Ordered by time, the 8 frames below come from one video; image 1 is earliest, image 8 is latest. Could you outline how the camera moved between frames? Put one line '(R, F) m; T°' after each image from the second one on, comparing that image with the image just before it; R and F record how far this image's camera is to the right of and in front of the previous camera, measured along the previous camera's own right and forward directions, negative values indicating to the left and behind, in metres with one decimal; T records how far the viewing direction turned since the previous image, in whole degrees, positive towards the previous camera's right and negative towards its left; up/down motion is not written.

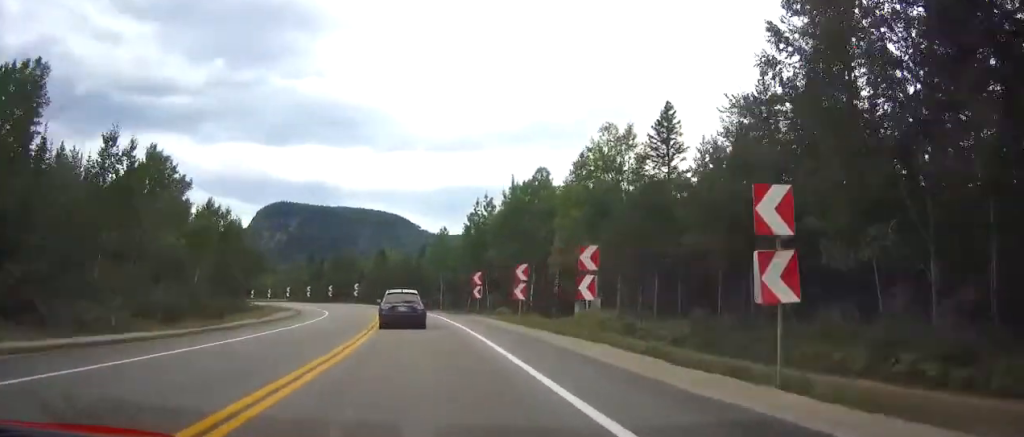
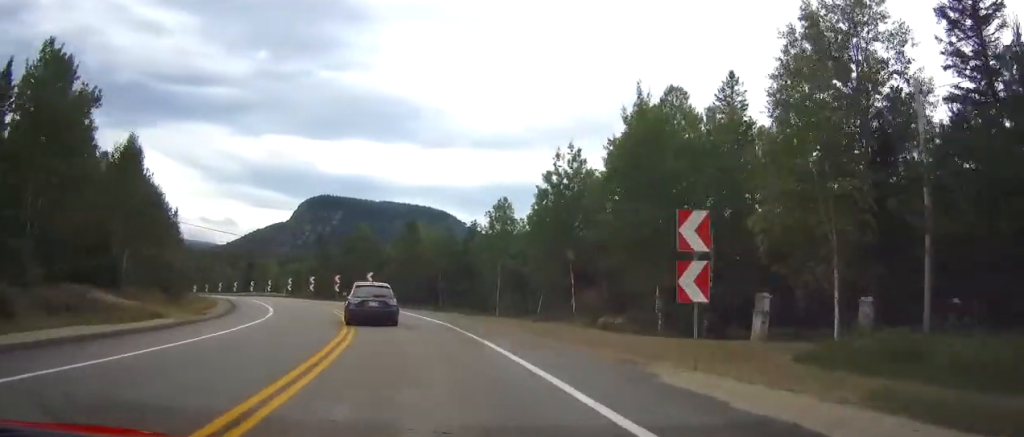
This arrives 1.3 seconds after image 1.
(-0.5, +33.2) m; -3°
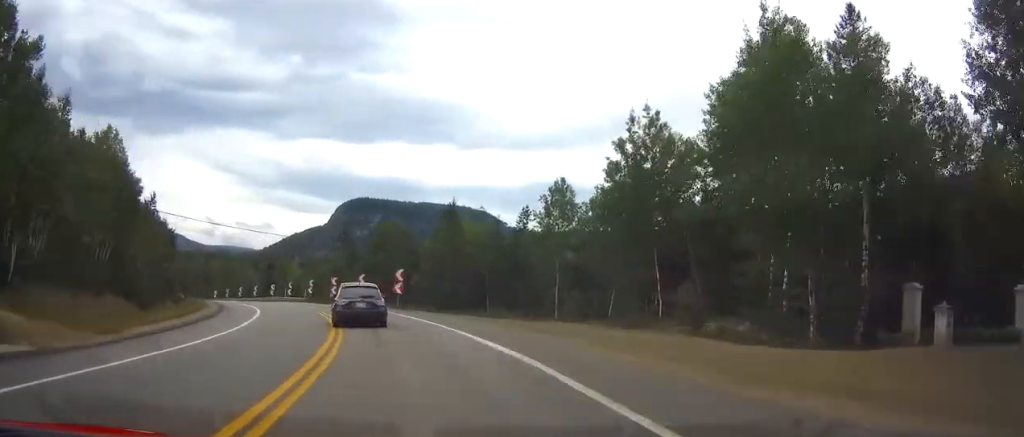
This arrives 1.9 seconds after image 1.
(-0.2, +13.4) m; -3°
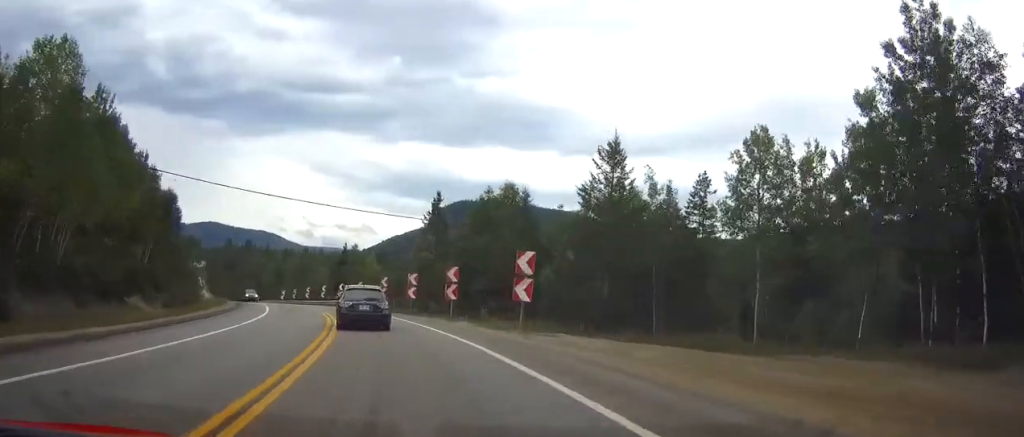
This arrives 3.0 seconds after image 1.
(-1.2, +24.5) m; -7°
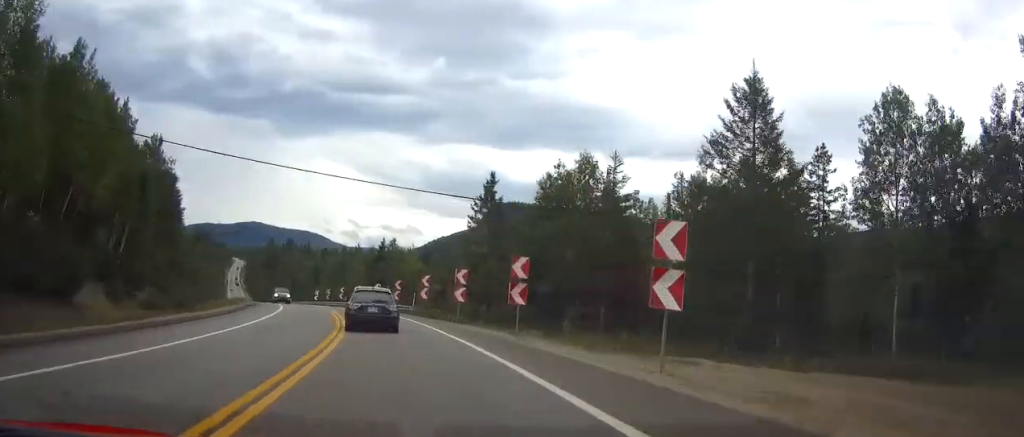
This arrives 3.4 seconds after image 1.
(-0.2, +10.5) m; -4°
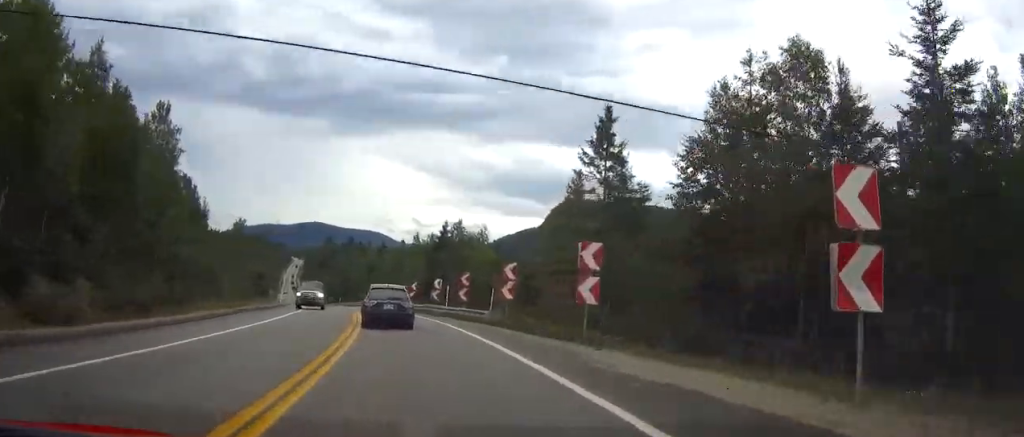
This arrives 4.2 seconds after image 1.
(-0.9, +17.1) m; -7°
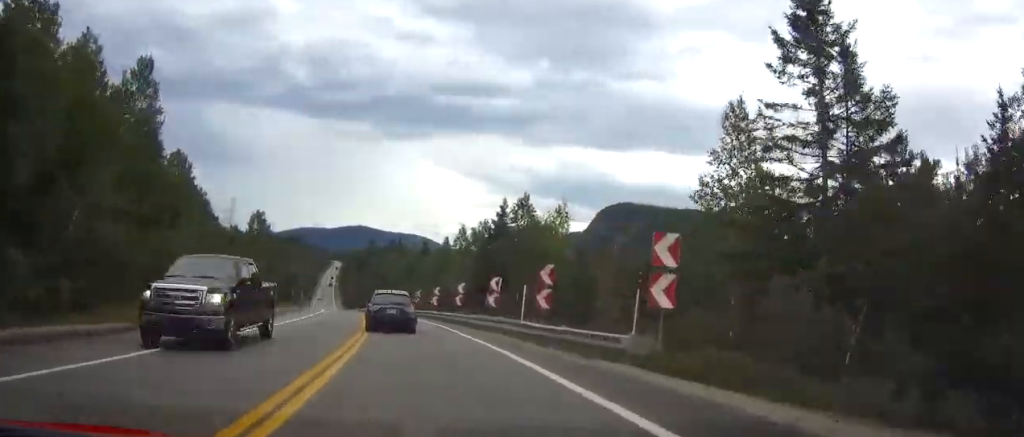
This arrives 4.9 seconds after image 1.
(-1.1, +15.8) m; -4°
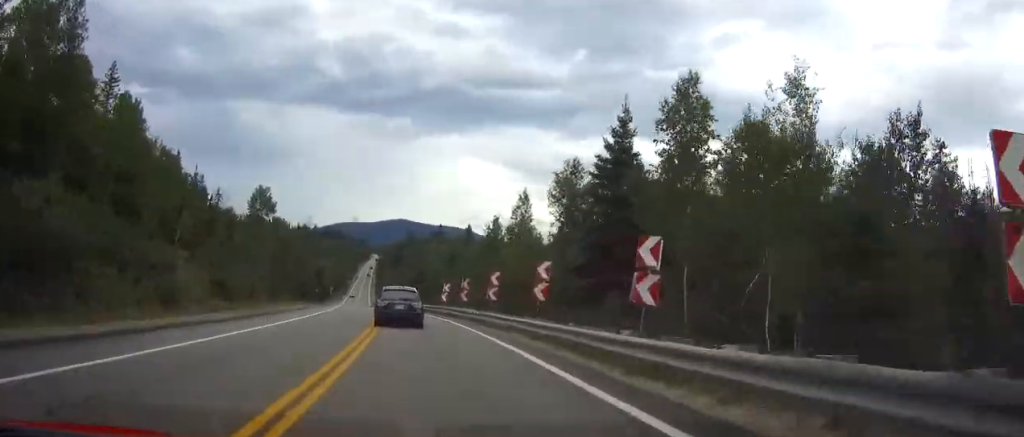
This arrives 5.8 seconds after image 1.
(-0.9, +20.7) m; -4°
